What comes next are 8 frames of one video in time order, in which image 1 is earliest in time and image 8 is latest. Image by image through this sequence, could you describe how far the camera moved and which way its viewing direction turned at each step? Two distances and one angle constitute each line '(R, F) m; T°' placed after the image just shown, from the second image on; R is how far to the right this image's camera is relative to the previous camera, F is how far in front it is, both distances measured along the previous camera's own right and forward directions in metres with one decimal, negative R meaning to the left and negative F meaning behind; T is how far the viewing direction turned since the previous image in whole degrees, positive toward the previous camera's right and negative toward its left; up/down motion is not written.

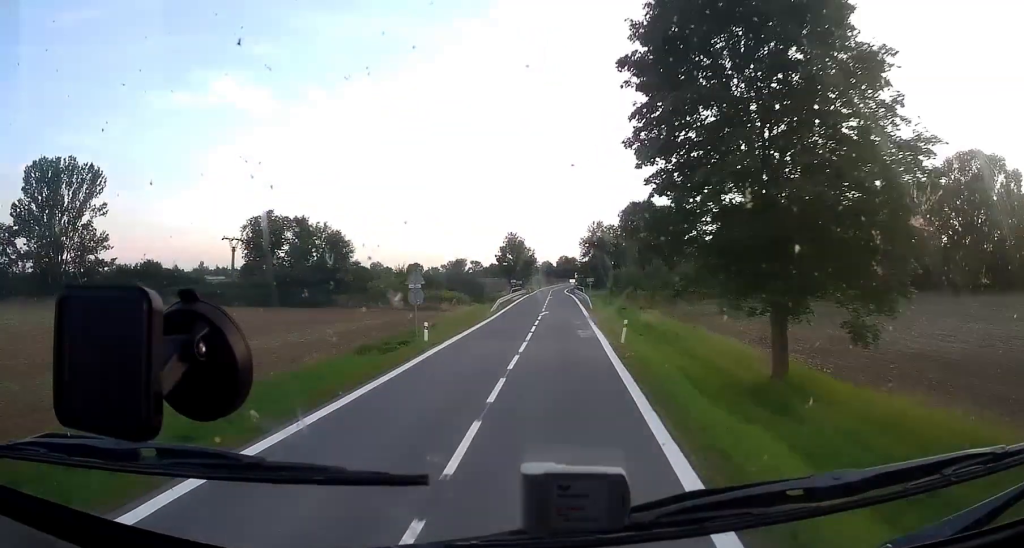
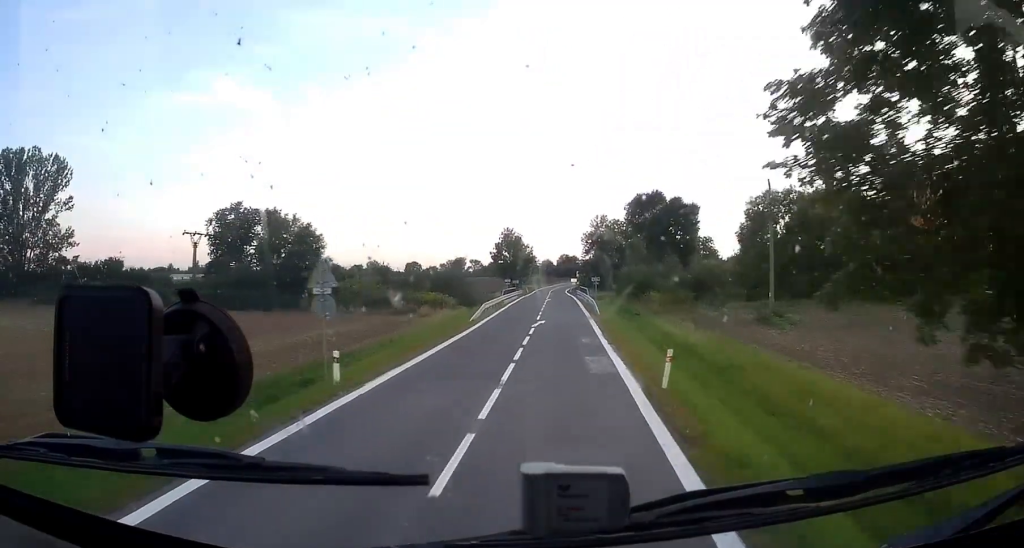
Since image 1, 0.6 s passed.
(+0.4, +10.5) m; 0°
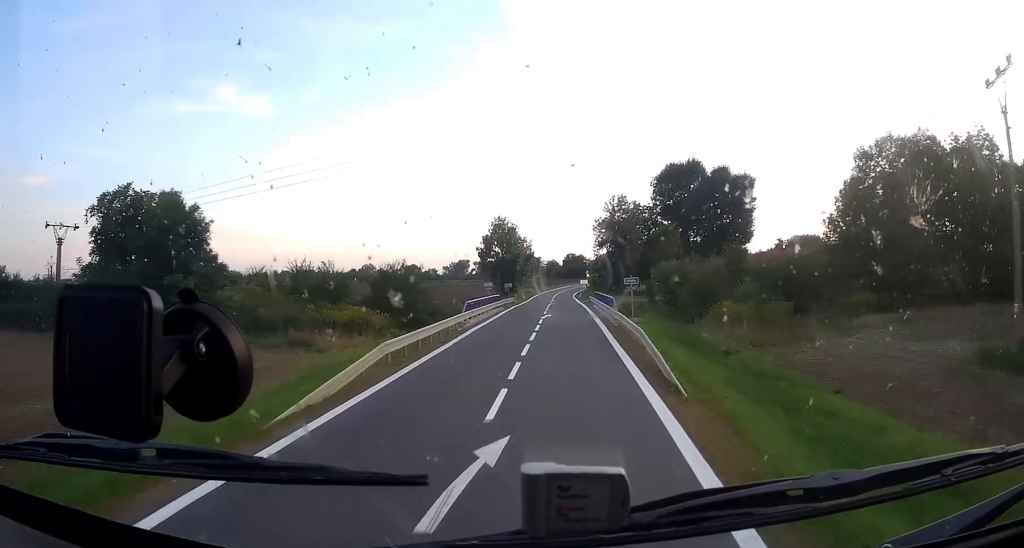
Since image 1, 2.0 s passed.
(-0.4, +26.1) m; 0°
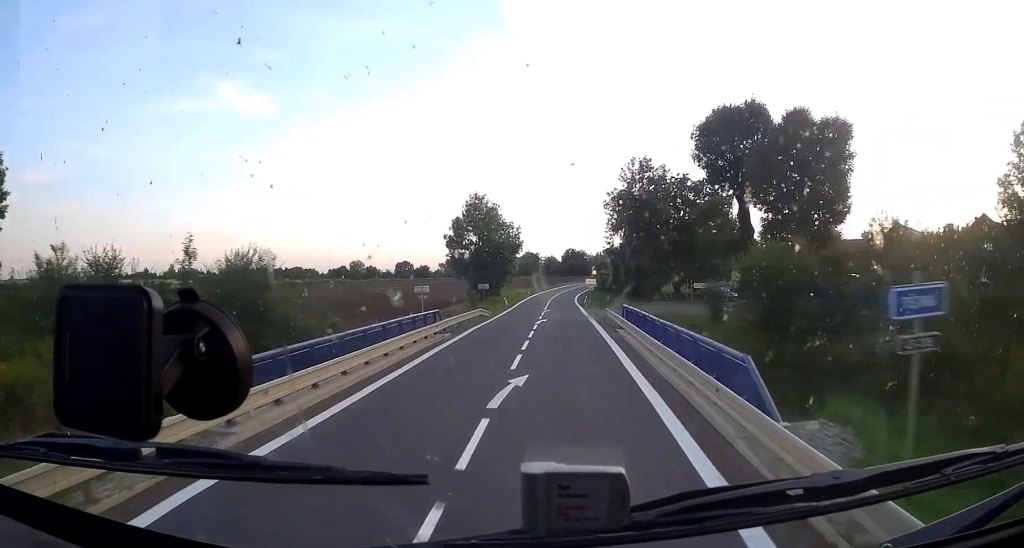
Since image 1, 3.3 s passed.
(+0.4, +25.1) m; 0°
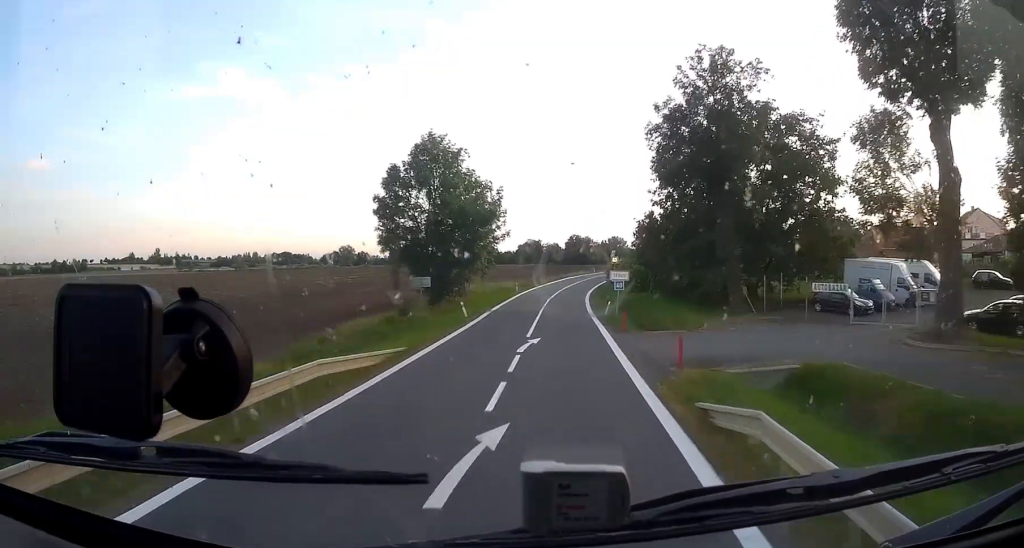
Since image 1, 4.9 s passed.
(+0.3, +27.9) m; 0°
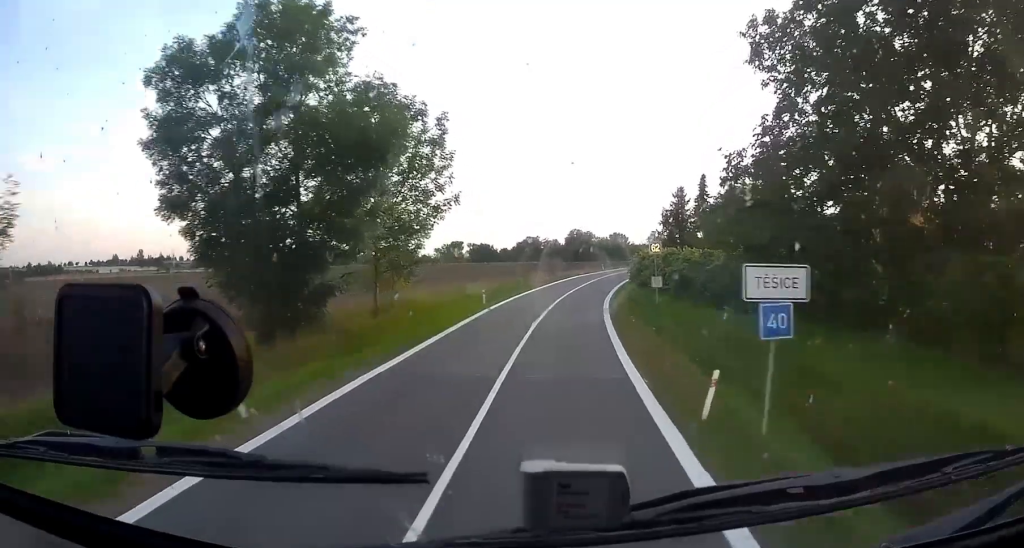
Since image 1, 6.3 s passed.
(-0.9, +23.9) m; -2°
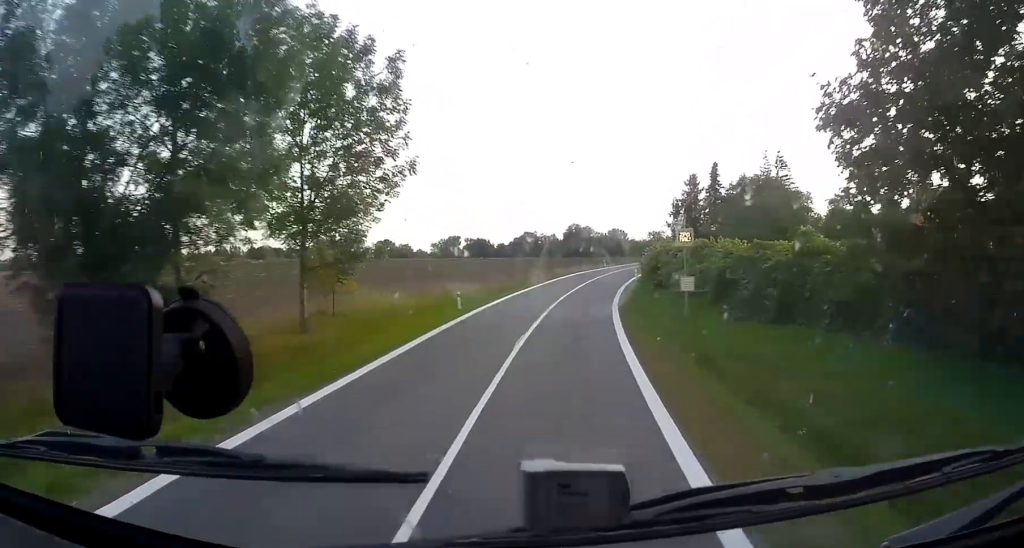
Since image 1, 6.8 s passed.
(-0.1, +7.7) m; +1°
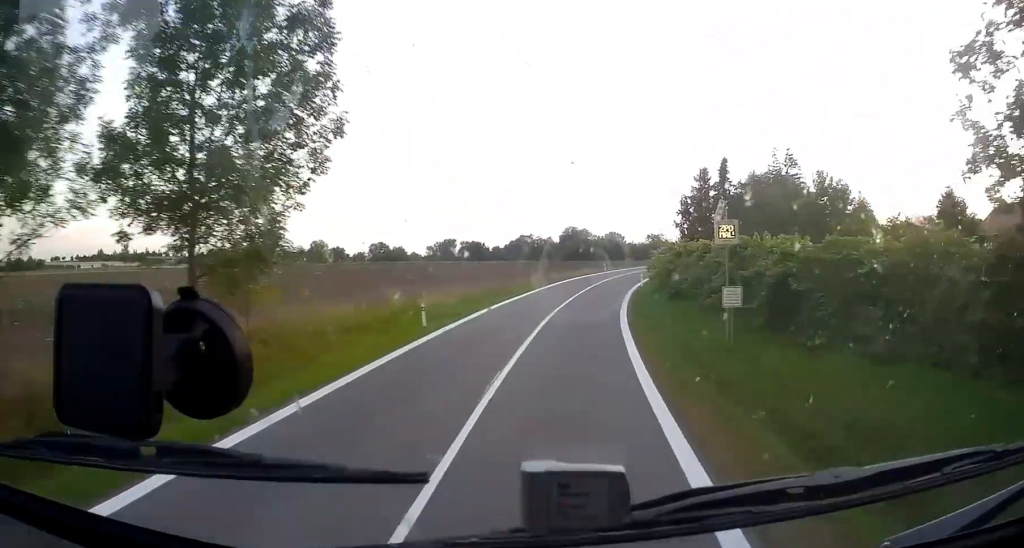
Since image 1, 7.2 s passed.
(+0.1, +6.2) m; +1°
